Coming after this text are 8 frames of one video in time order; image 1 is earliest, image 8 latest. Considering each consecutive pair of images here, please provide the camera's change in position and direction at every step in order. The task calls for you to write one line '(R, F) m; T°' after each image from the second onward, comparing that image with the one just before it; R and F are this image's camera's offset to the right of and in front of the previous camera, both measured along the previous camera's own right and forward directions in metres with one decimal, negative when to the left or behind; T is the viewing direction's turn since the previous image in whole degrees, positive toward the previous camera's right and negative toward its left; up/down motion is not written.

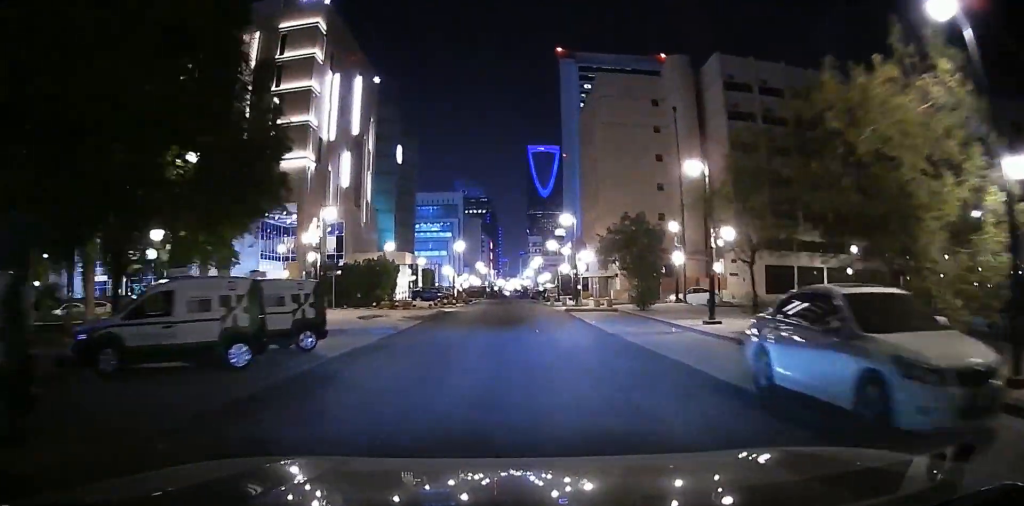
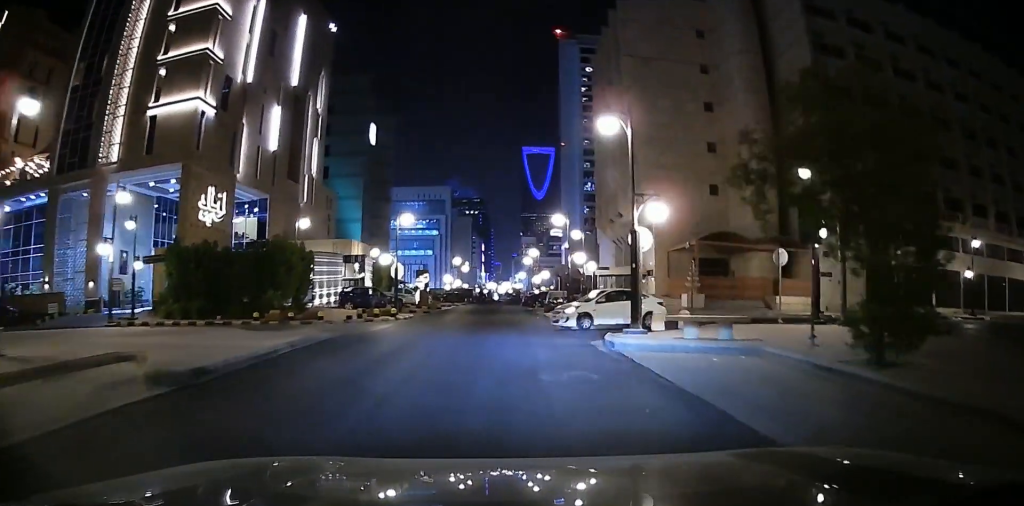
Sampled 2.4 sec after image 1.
(+0.3, +20.7) m; +3°
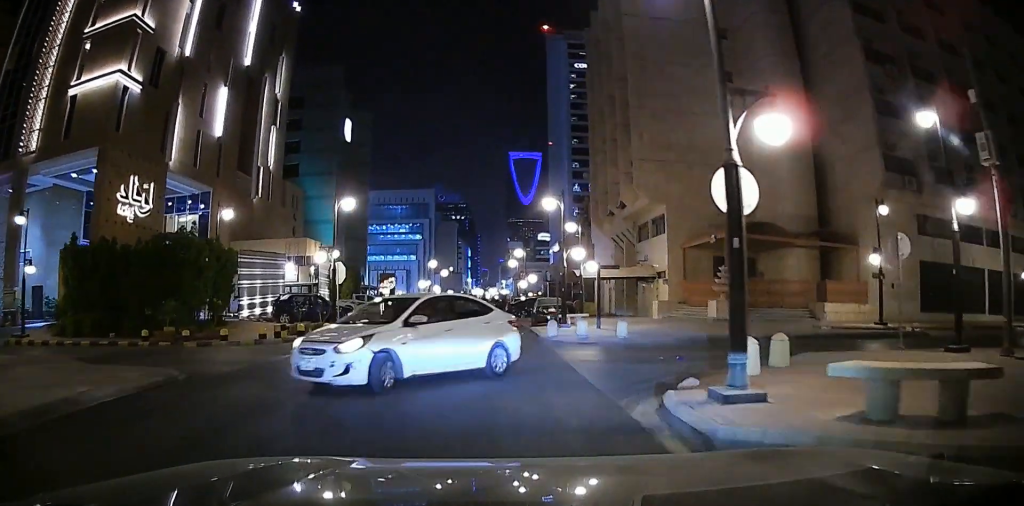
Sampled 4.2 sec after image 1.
(+0.4, +13.9) m; +2°
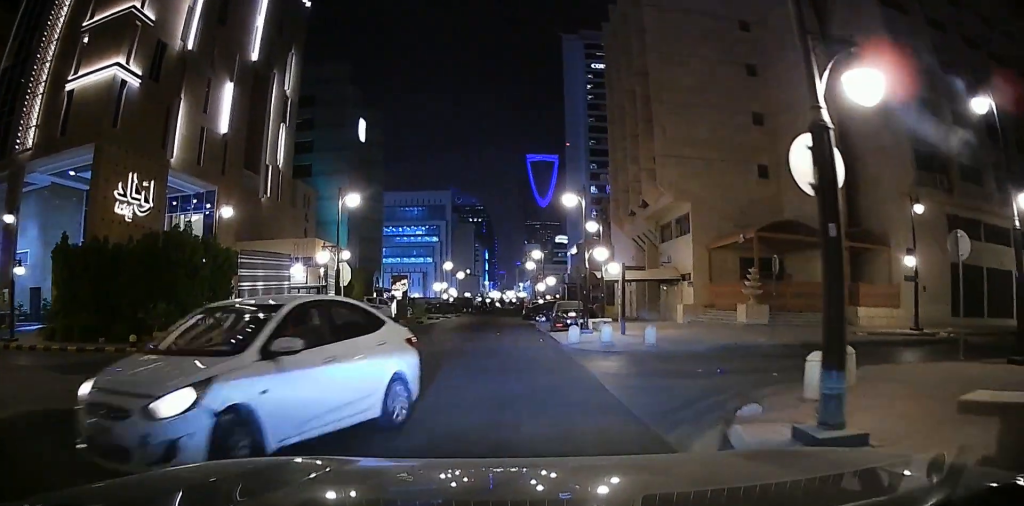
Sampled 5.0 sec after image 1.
(0.0, +4.7) m; -1°
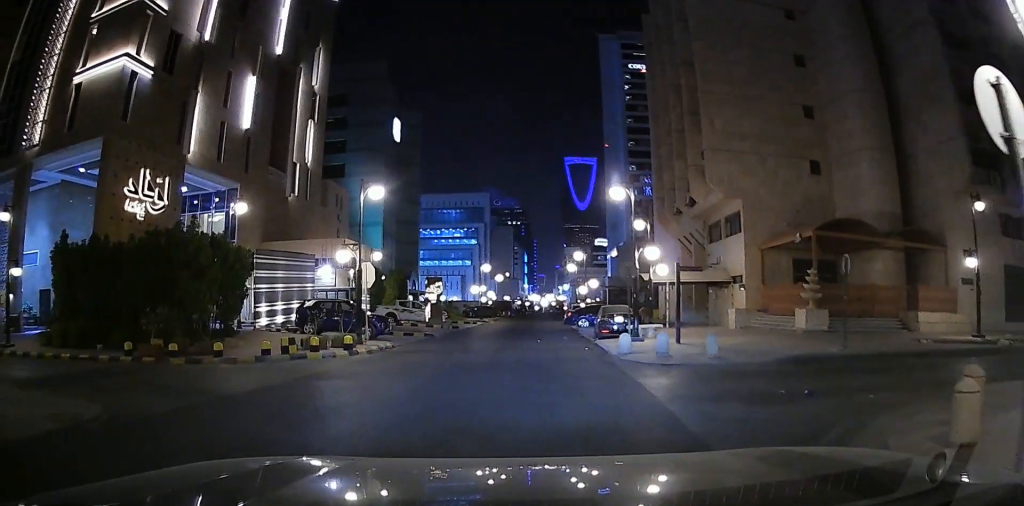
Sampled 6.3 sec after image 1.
(-0.2, +6.9) m; 0°
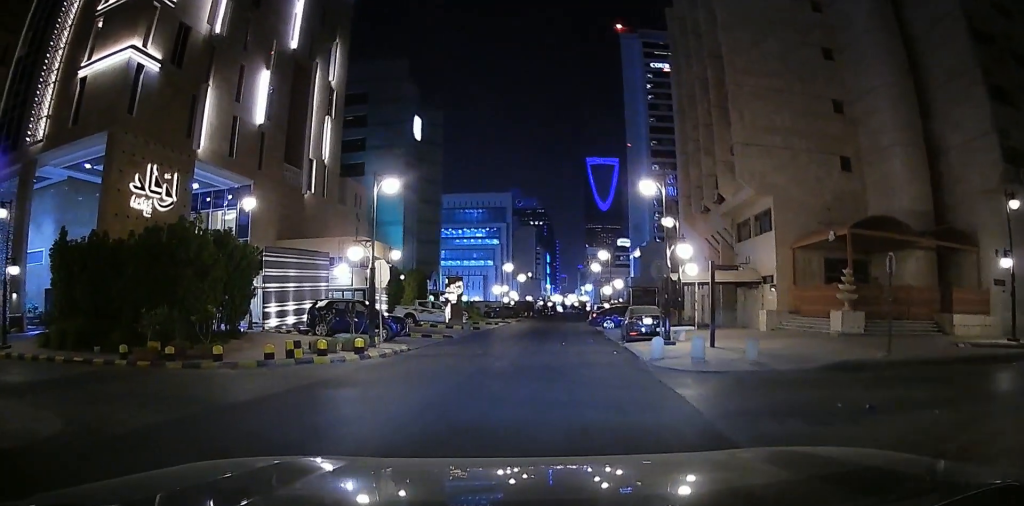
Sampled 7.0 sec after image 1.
(0.0, +2.7) m; +4°
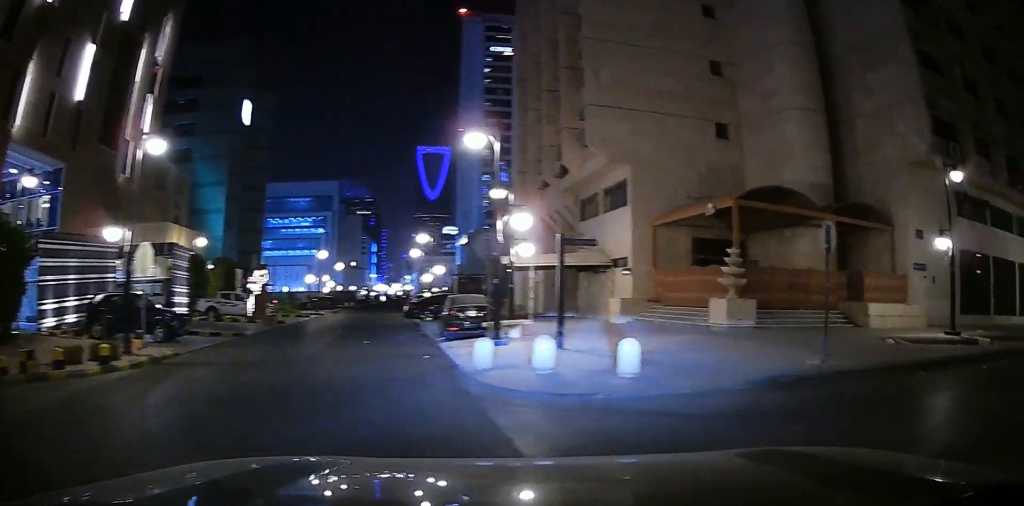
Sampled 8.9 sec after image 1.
(+1.0, +5.4) m; +26°
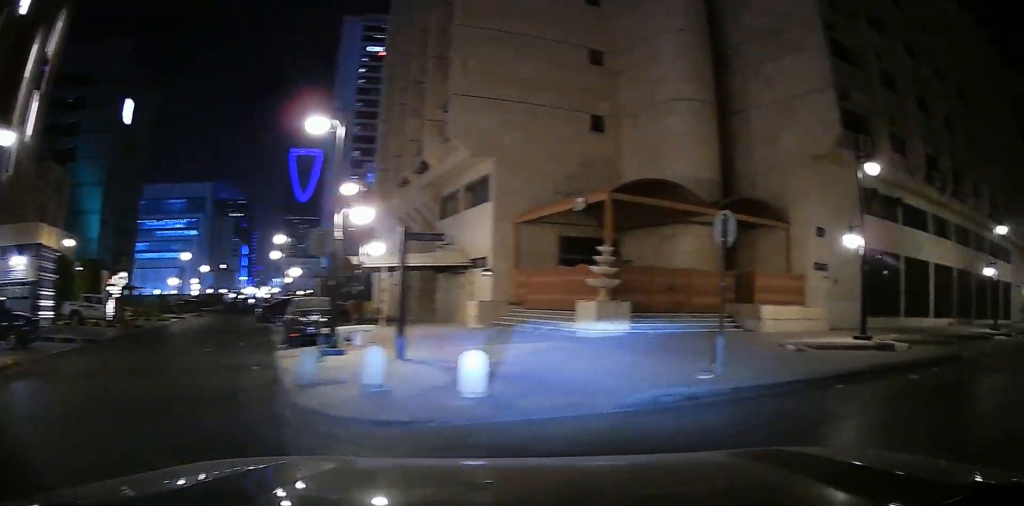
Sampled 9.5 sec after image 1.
(+0.1, +1.8) m; +8°
